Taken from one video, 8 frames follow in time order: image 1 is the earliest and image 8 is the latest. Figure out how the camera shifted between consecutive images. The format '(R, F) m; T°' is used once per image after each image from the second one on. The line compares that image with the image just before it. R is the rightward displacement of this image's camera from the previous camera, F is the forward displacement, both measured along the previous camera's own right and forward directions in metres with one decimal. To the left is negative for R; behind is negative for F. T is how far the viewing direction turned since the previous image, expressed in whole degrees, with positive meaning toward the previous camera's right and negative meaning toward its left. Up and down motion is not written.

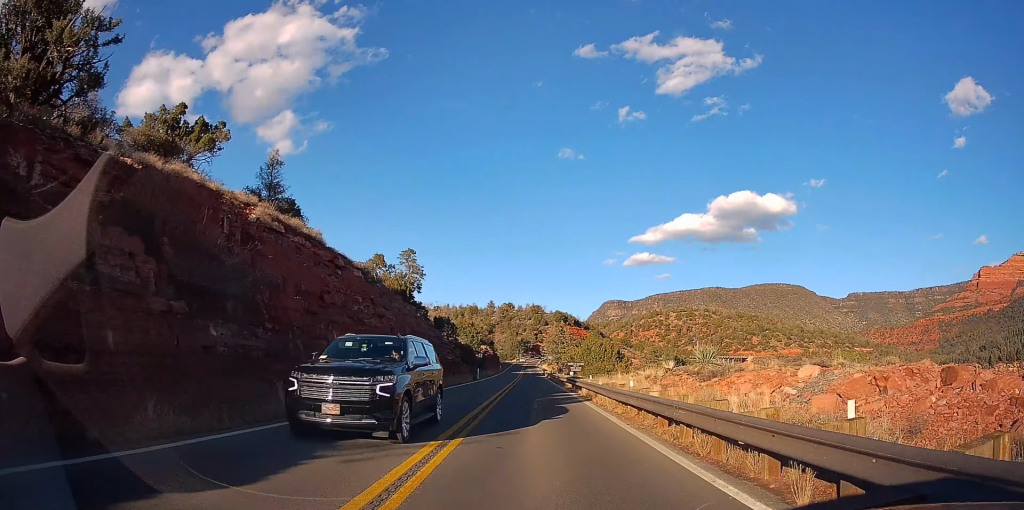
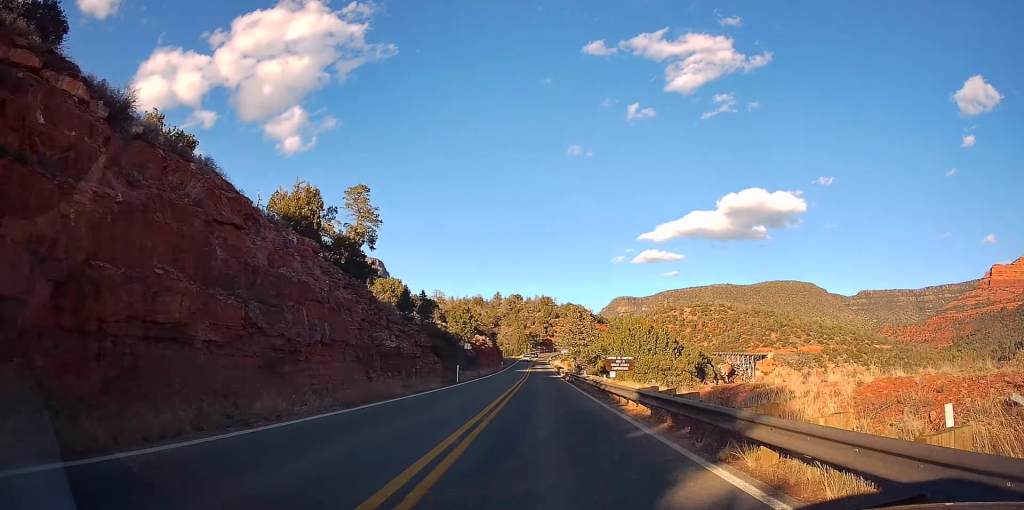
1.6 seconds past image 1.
(+0.5, +23.5) m; +1°
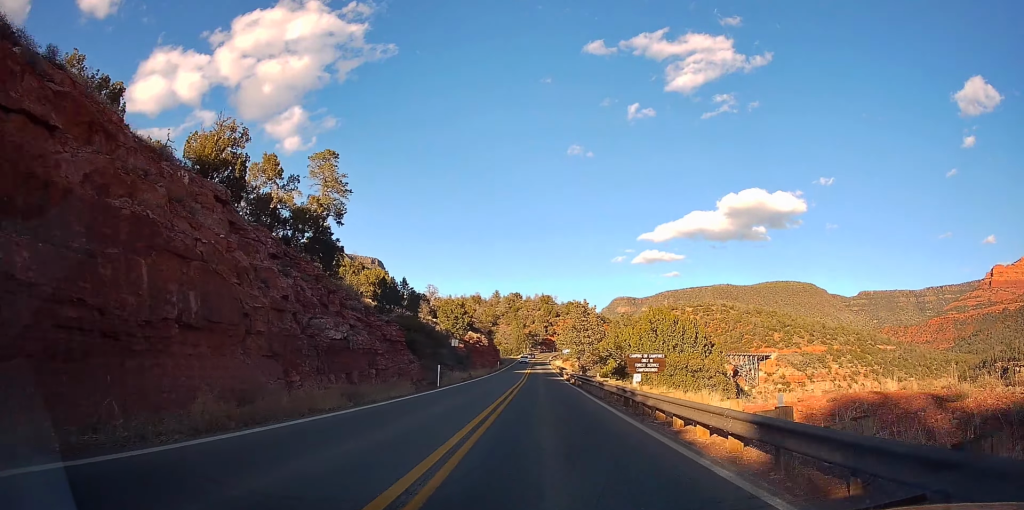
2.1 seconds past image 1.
(0.0, +7.8) m; -1°
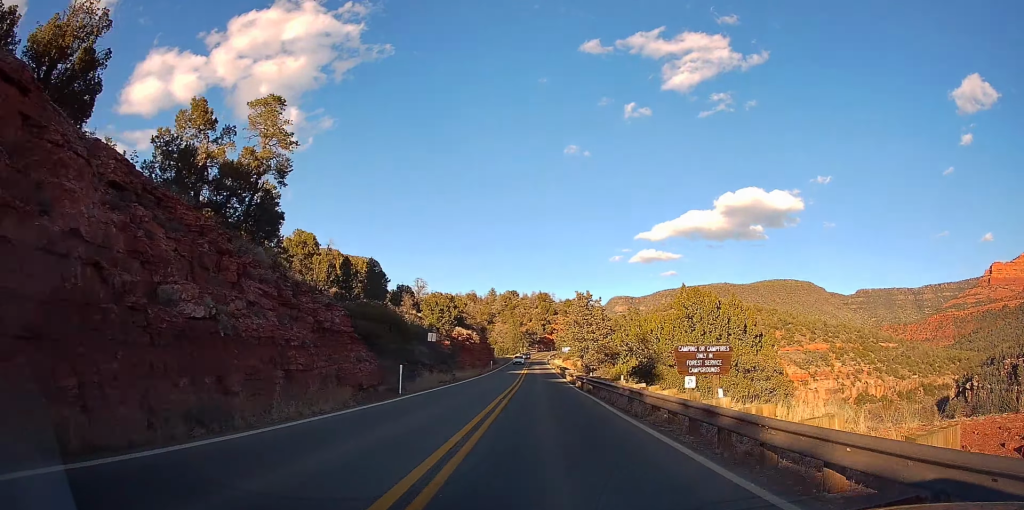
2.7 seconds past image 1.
(-0.2, +8.8) m; 0°
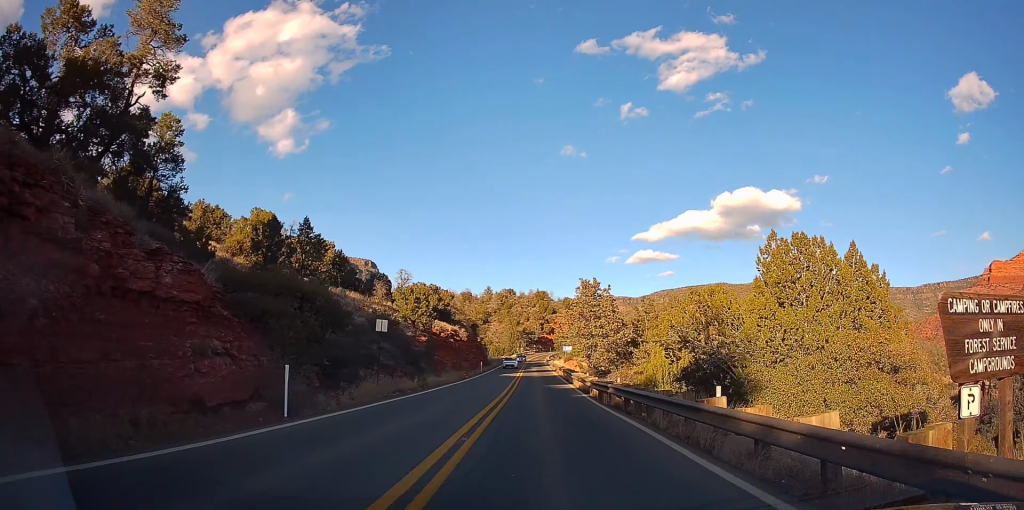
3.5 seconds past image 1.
(+0.1, +11.2) m; -1°
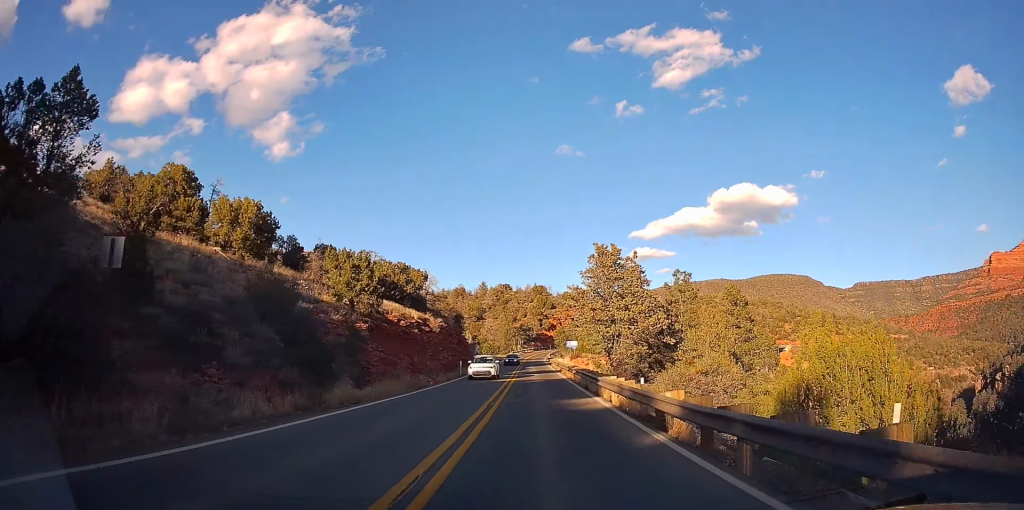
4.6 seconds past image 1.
(-0.3, +16.6) m; -1°
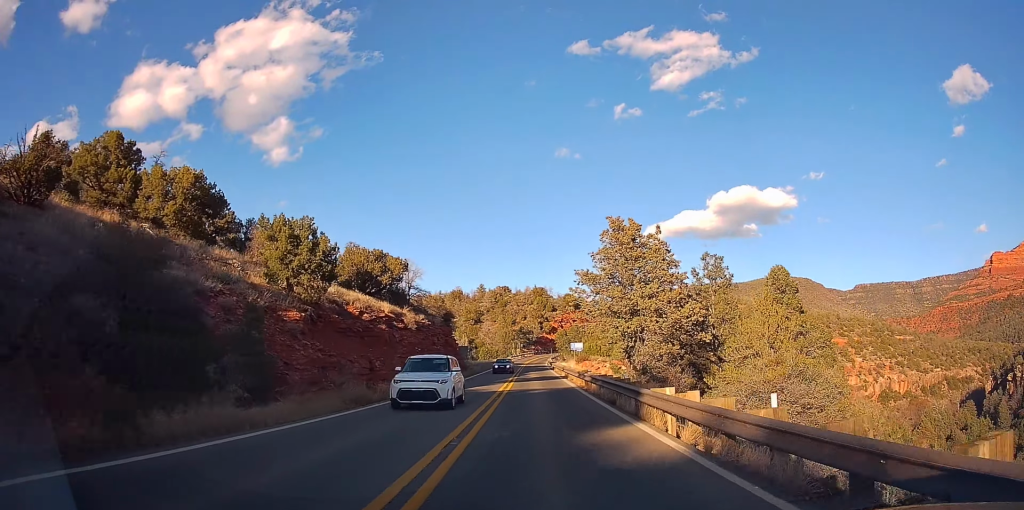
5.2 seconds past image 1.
(-0.1, +8.8) m; 0°
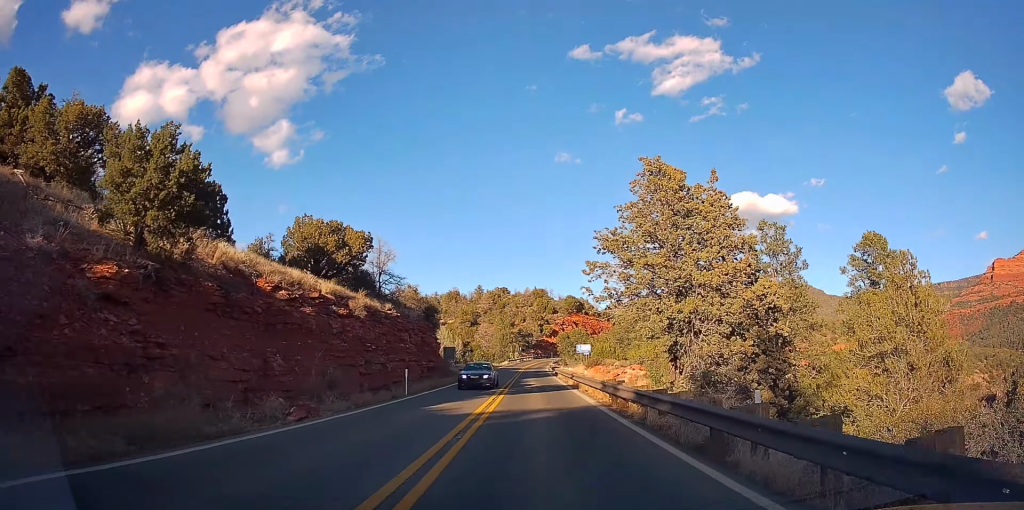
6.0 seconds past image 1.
(+0.4, +10.8) m; +1°
